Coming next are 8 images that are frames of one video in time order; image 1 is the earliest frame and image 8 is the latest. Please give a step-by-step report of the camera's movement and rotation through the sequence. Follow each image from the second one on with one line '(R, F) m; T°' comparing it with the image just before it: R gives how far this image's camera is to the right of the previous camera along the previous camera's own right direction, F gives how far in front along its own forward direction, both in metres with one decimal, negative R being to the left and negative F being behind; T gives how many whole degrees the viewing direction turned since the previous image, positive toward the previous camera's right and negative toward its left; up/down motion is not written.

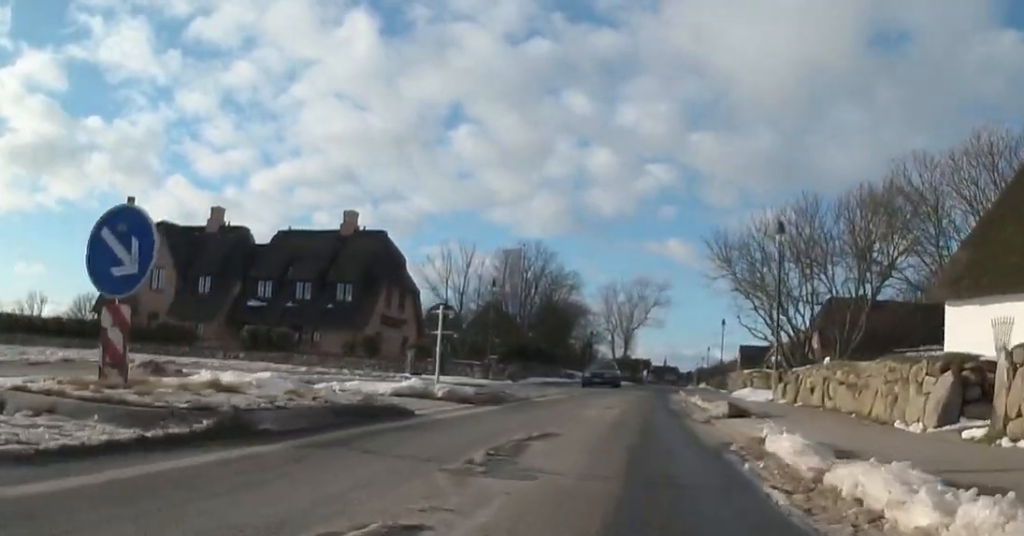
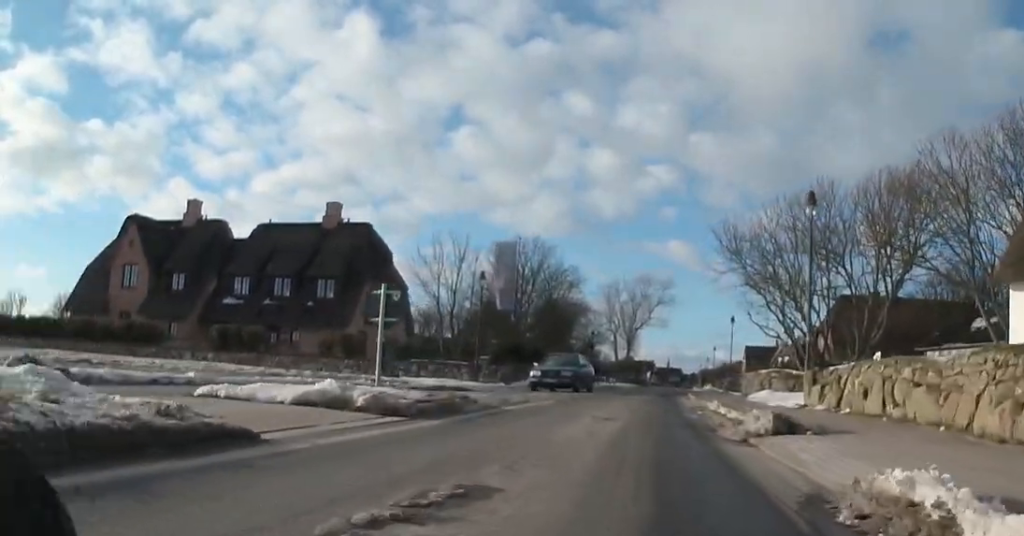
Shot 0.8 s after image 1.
(-0.2, +3.5) m; -3°
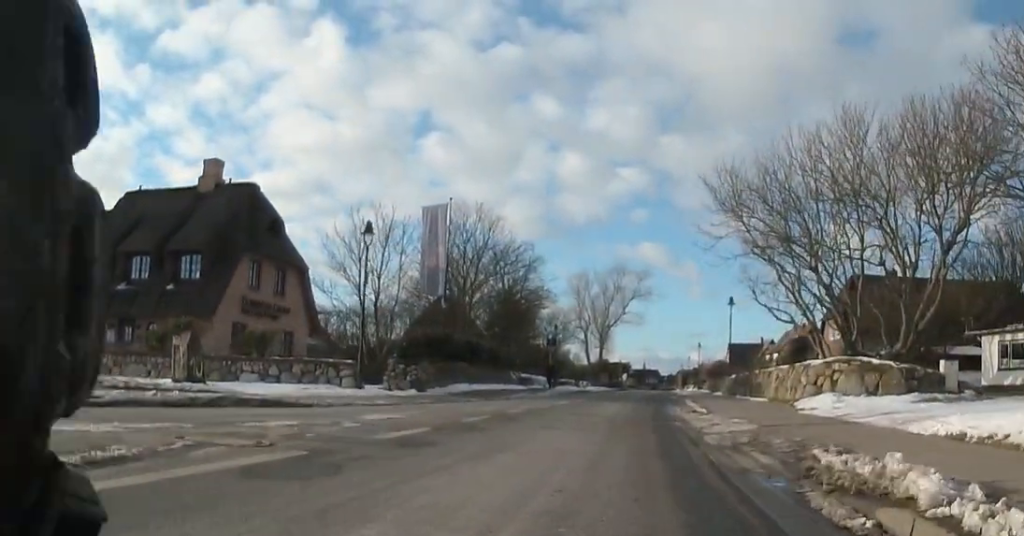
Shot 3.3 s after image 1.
(-0.1, +12.0) m; +4°
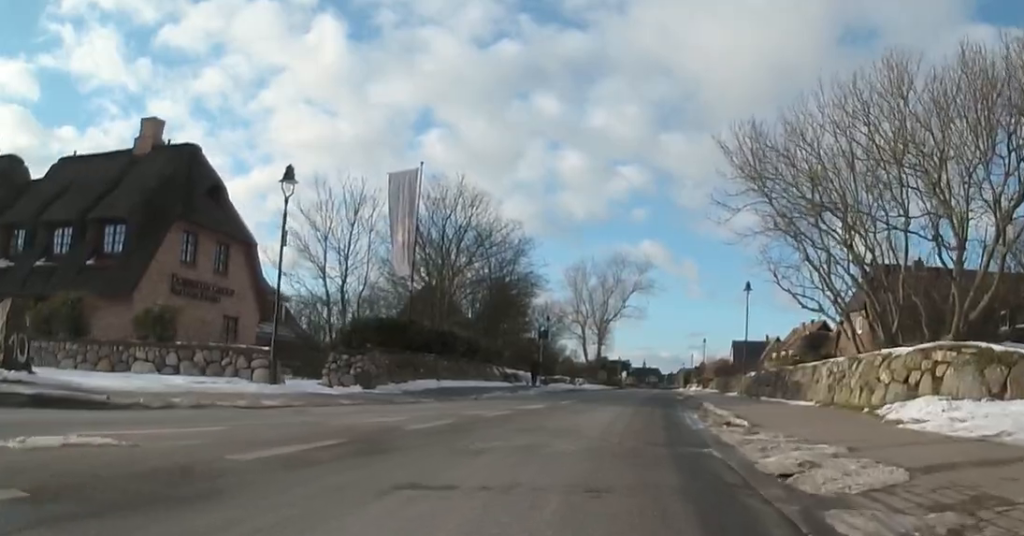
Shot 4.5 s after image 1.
(+0.4, +5.5) m; 0°
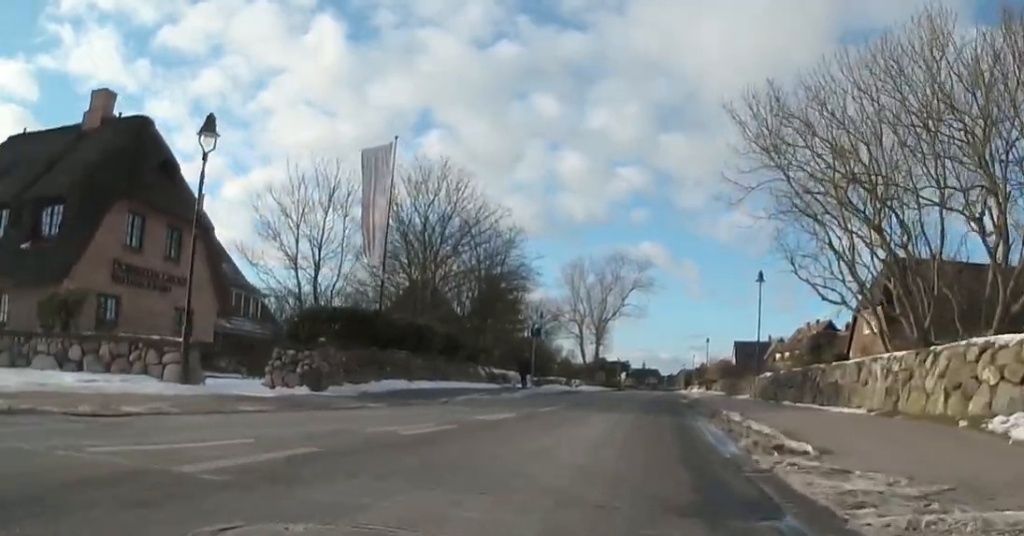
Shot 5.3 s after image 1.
(-0.2, +3.5) m; 0°
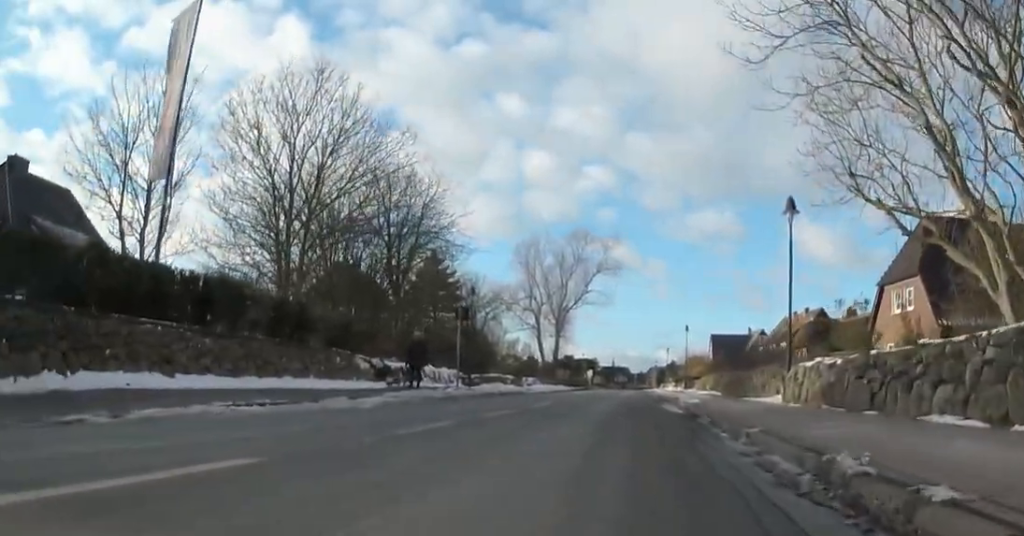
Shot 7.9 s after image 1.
(-0.1, +12.0) m; -3°
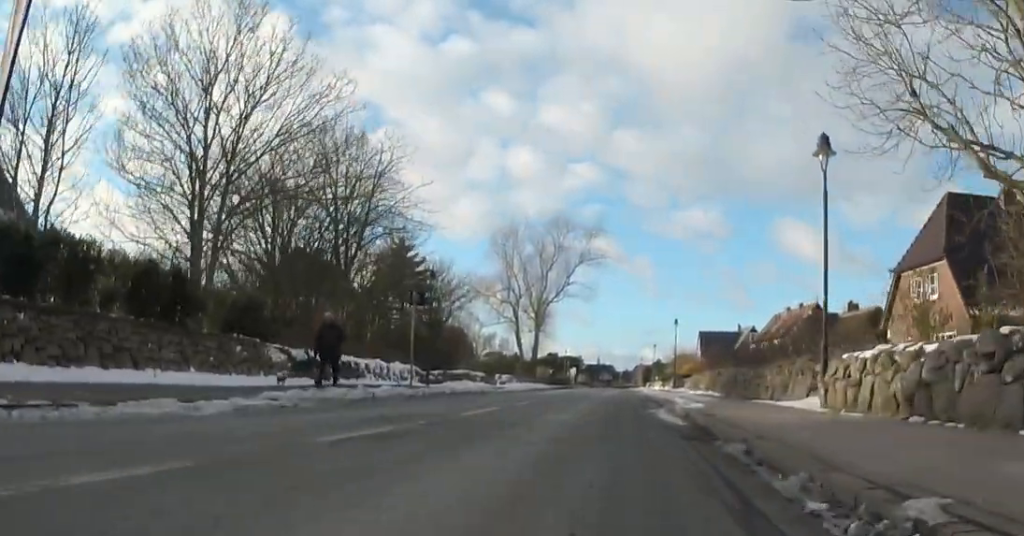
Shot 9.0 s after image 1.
(-0.1, +5.1) m; -2°
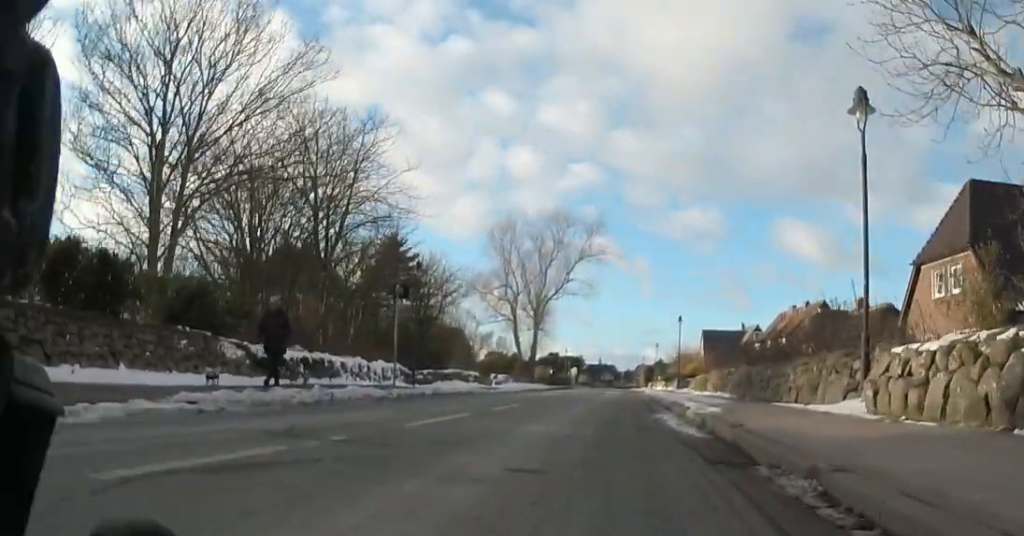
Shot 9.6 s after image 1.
(0.0, +2.5) m; 0°
